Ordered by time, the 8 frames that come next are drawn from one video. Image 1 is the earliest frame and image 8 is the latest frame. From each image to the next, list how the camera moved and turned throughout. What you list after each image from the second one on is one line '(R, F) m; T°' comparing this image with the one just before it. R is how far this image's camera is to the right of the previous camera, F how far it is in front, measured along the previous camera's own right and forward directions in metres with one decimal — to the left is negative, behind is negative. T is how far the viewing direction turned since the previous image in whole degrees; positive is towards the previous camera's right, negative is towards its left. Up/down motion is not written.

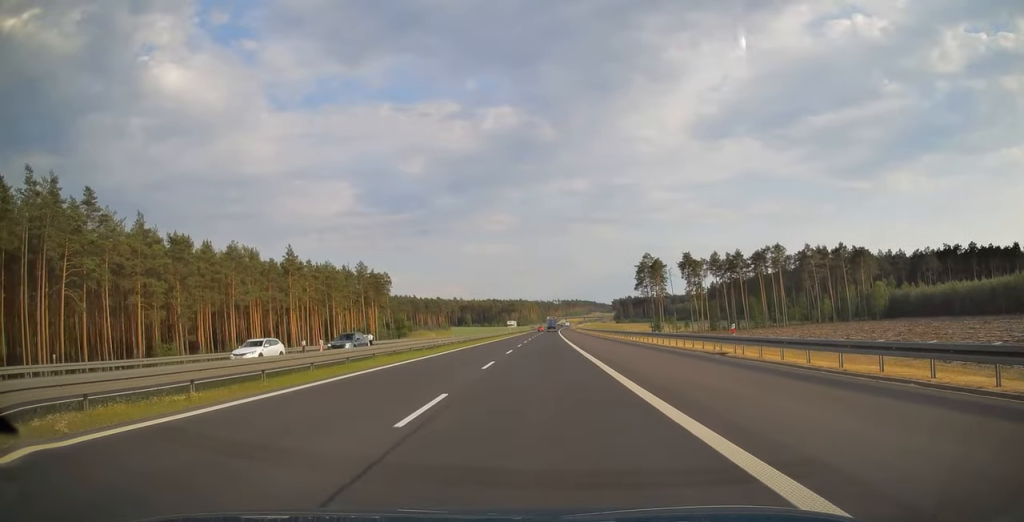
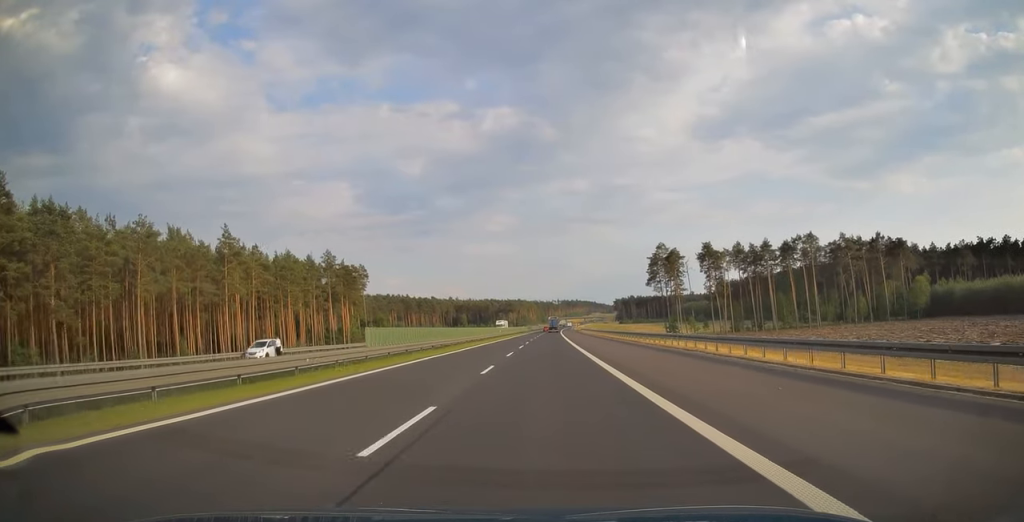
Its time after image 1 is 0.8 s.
(0.0, +25.7) m; 0°
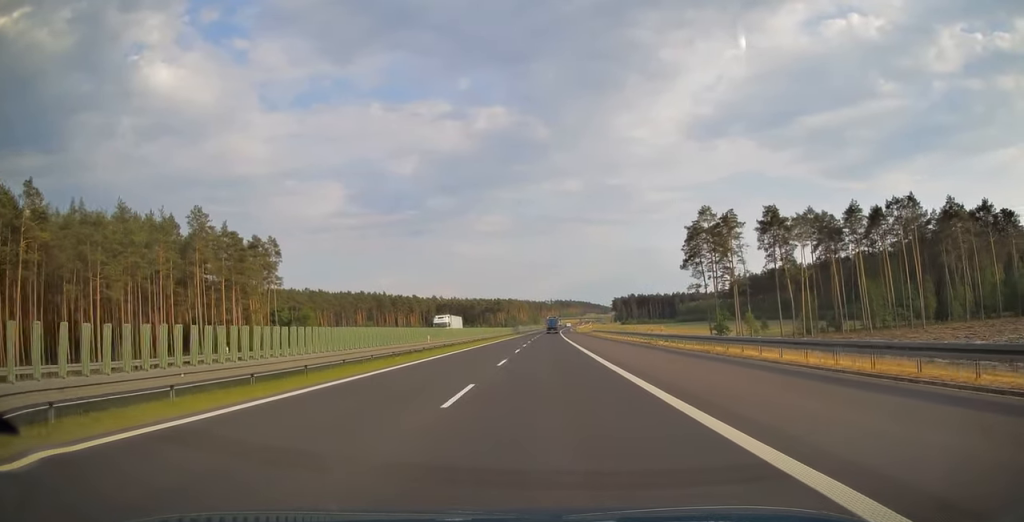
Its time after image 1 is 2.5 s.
(+0.2, +55.2) m; 0°
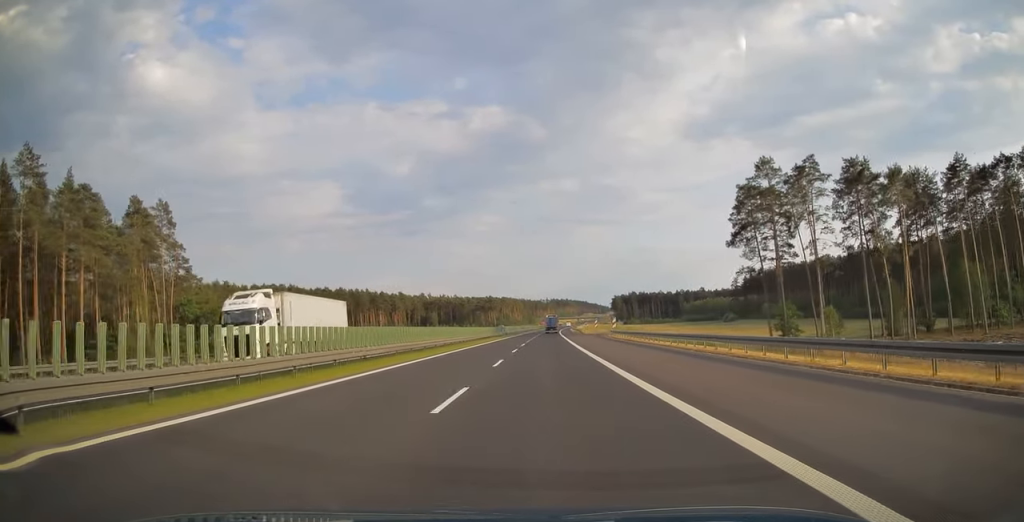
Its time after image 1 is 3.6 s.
(0.0, +36.6) m; +1°
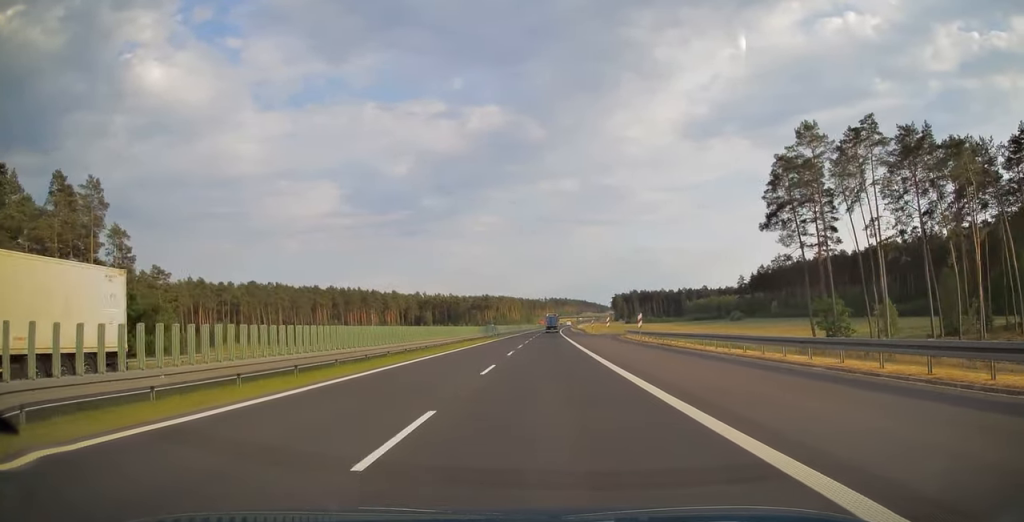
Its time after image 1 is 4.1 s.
(+0.2, +15.8) m; 0°
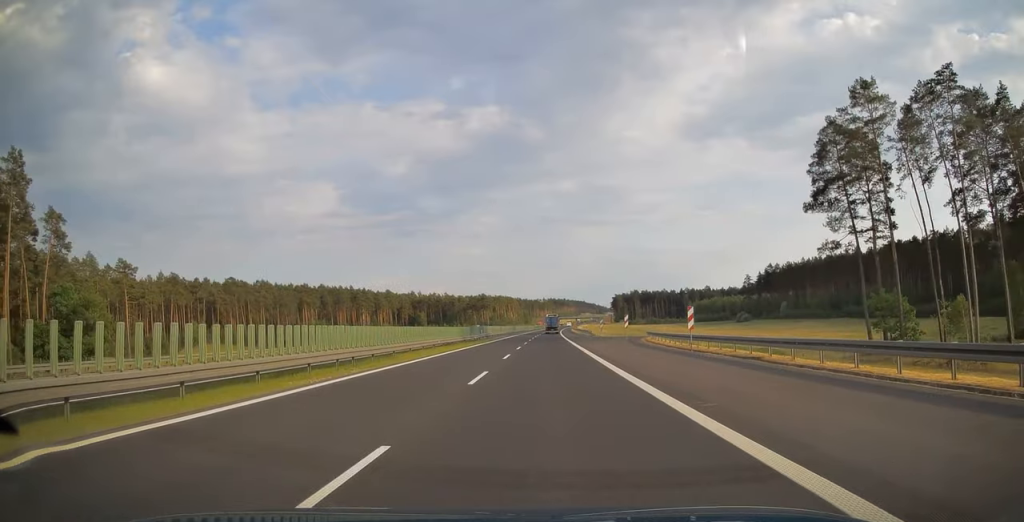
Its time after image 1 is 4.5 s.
(+0.1, +14.8) m; 0°
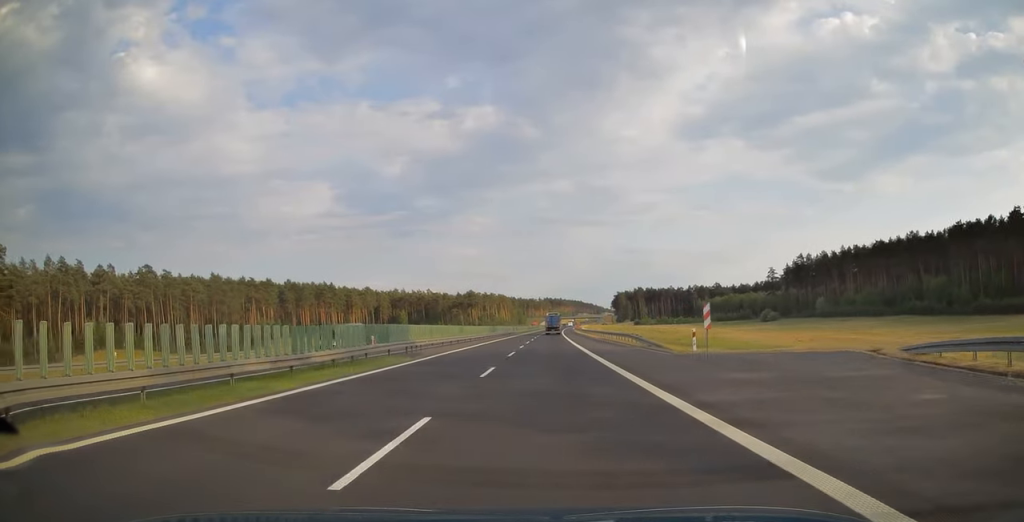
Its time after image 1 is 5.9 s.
(+0.1, +45.4) m; 0°
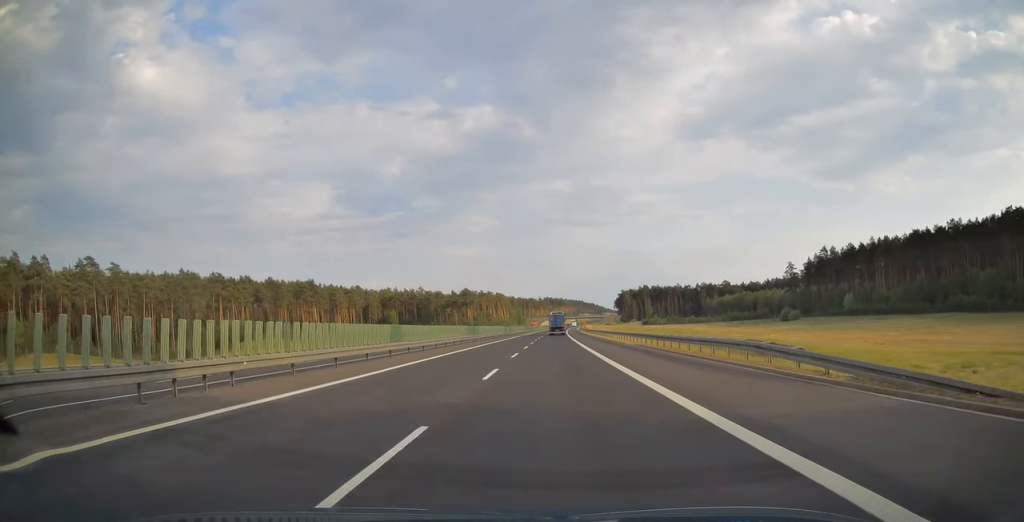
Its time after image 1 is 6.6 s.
(0.0, +24.6) m; 0°
